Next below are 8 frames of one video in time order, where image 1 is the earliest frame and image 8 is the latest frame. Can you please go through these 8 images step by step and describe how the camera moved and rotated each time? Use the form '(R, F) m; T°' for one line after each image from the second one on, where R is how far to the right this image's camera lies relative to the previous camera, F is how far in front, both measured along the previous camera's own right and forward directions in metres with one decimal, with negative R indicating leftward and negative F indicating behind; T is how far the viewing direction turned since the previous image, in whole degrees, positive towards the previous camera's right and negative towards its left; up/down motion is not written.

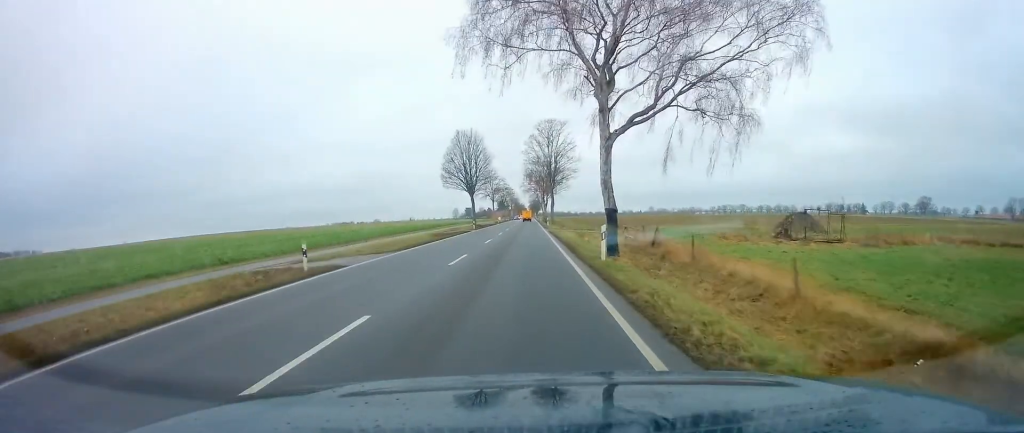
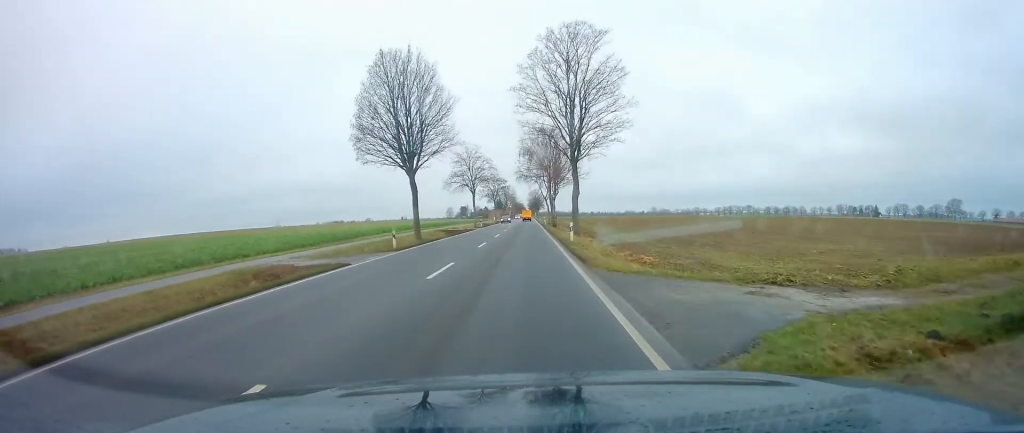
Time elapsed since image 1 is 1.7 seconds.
(0.0, +39.4) m; 0°
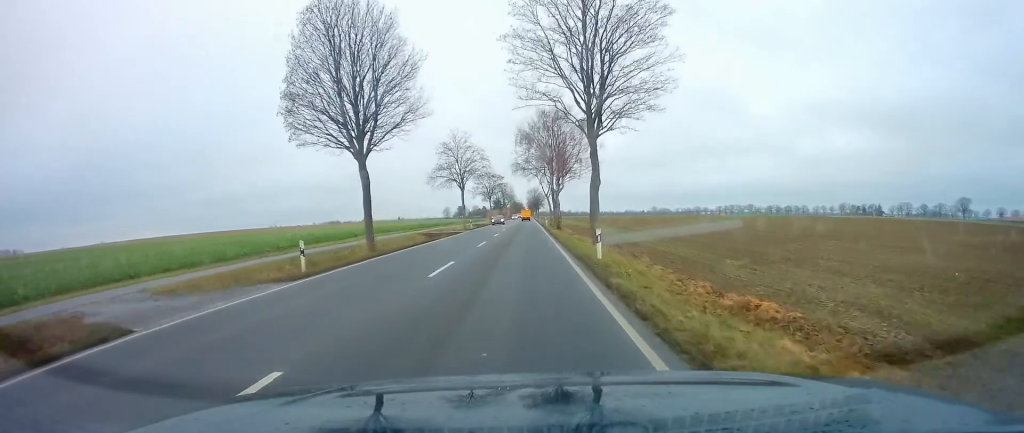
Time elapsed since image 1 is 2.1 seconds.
(0.0, +11.7) m; 0°
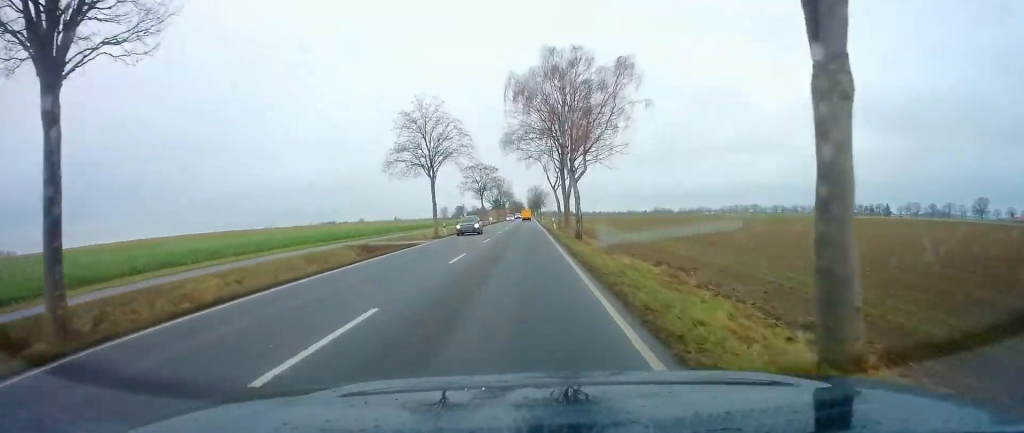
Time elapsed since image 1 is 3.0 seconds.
(0.0, +20.6) m; 0°
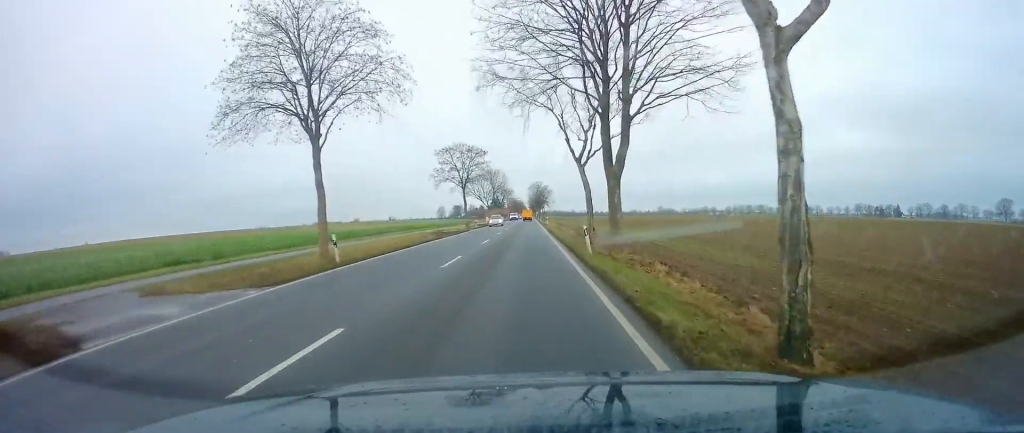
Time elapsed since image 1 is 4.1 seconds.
(+0.1, +25.4) m; 0°
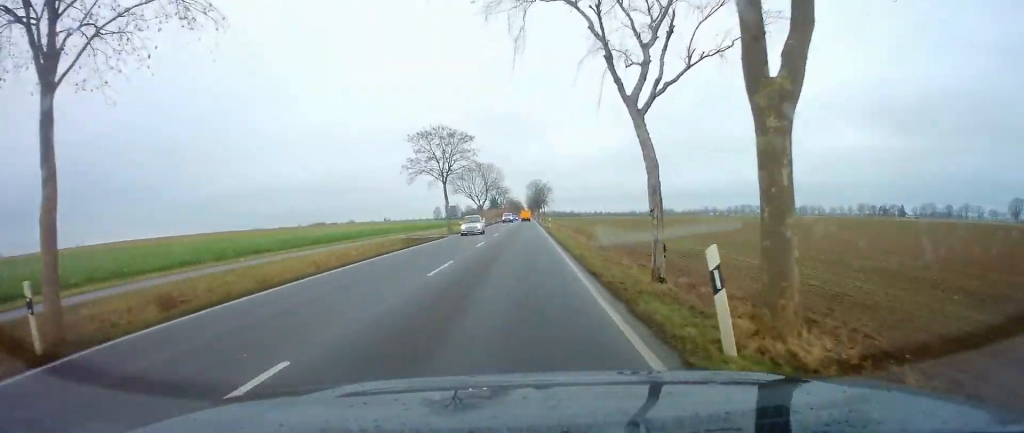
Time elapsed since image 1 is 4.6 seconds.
(0.0, +13.6) m; 0°
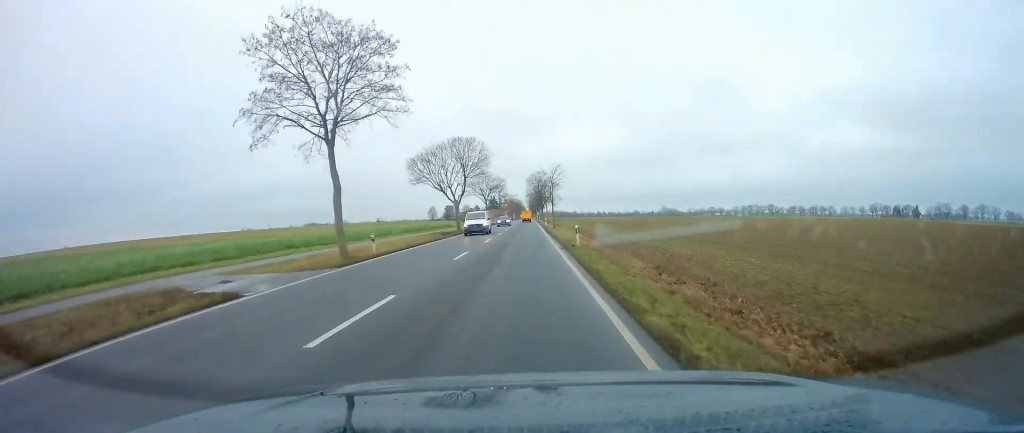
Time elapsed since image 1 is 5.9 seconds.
(0.0, +31.4) m; 0°
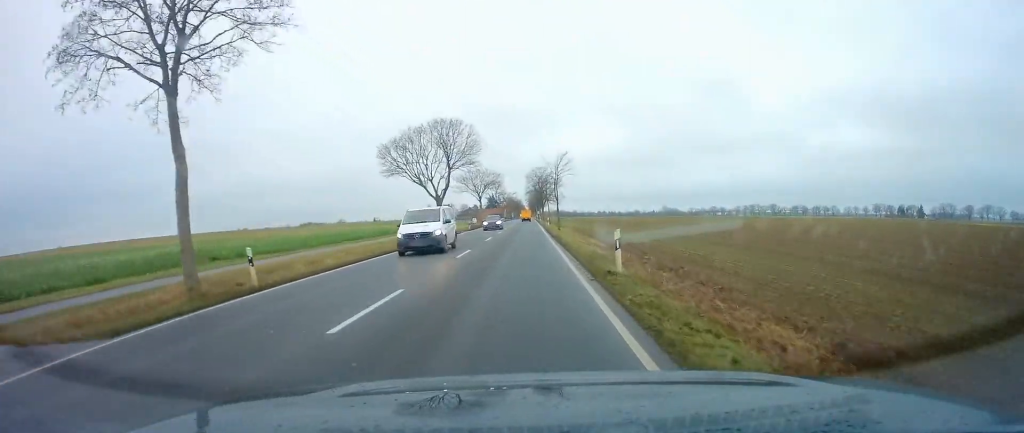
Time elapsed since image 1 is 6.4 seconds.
(0.0, +11.3) m; 0°
